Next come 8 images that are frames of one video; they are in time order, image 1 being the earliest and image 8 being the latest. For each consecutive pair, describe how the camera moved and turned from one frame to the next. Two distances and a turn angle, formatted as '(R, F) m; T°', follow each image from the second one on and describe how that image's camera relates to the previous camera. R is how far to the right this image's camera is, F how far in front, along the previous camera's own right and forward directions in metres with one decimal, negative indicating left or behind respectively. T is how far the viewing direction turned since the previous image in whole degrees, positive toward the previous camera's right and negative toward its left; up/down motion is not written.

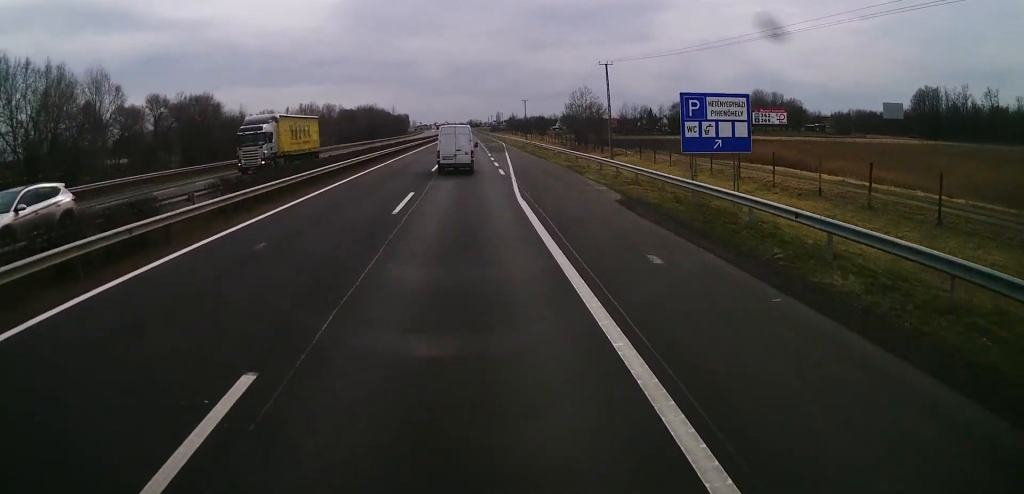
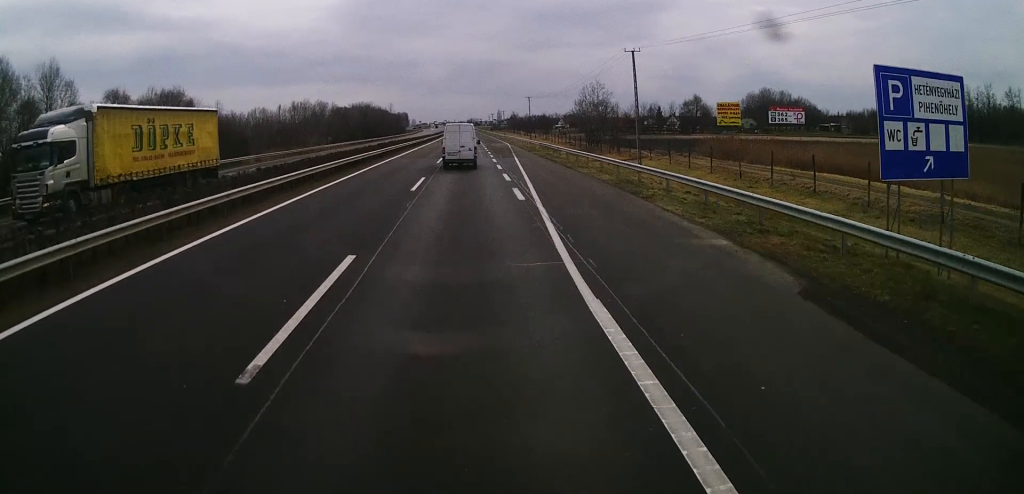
(+0.1, +12.4) m; 0°
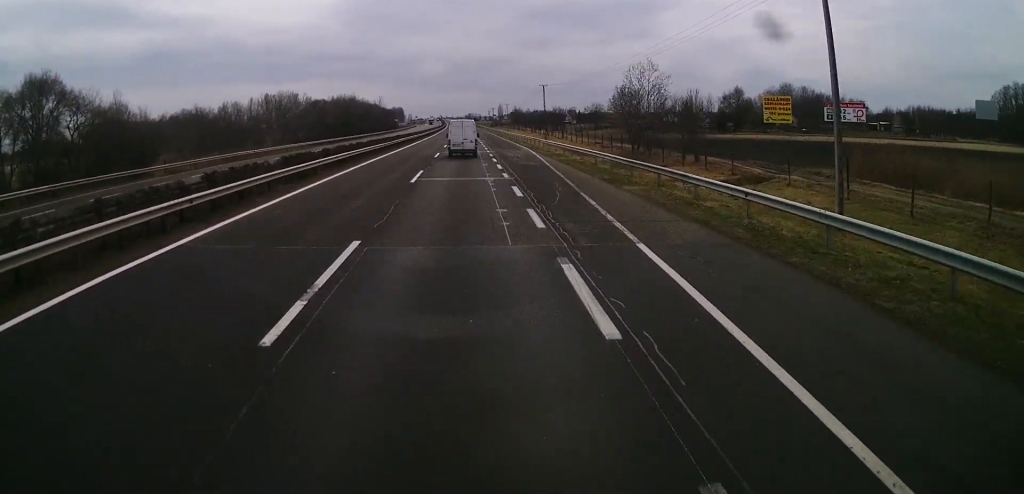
(-0.4, +35.6) m; -1°
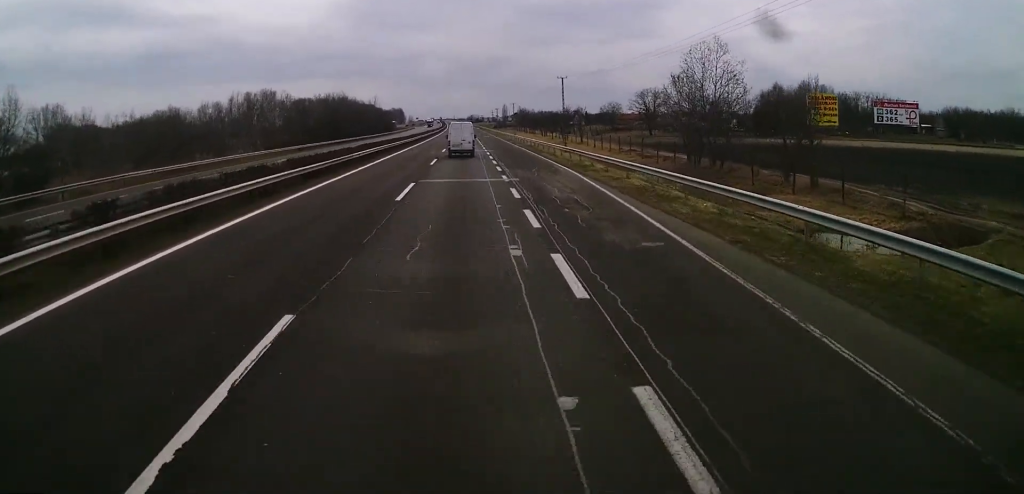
(+0.1, +23.2) m; +1°
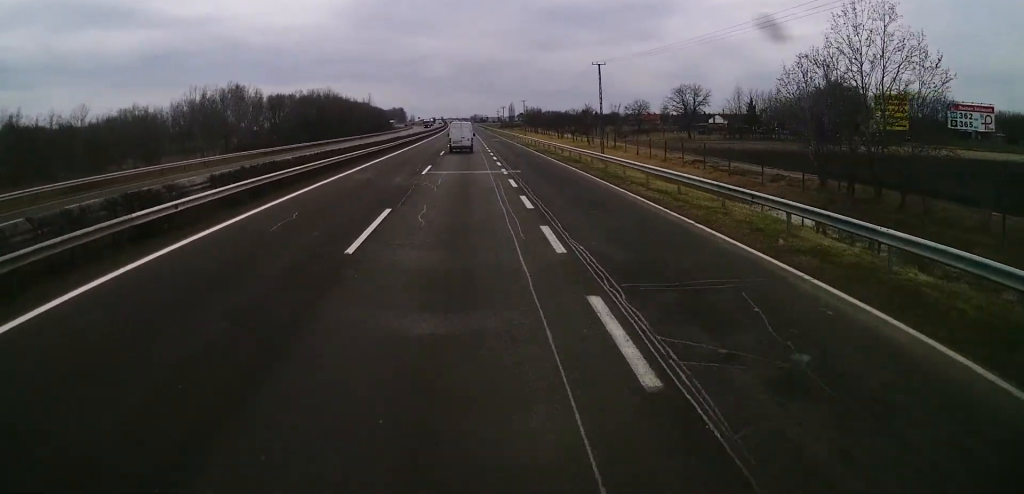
(+0.2, +27.0) m; 0°
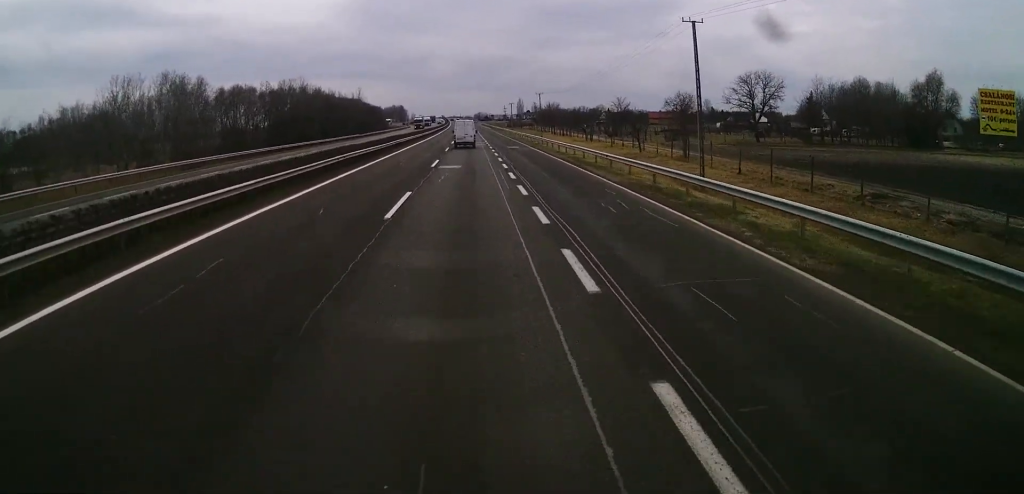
(-0.3, +32.3) m; 0°
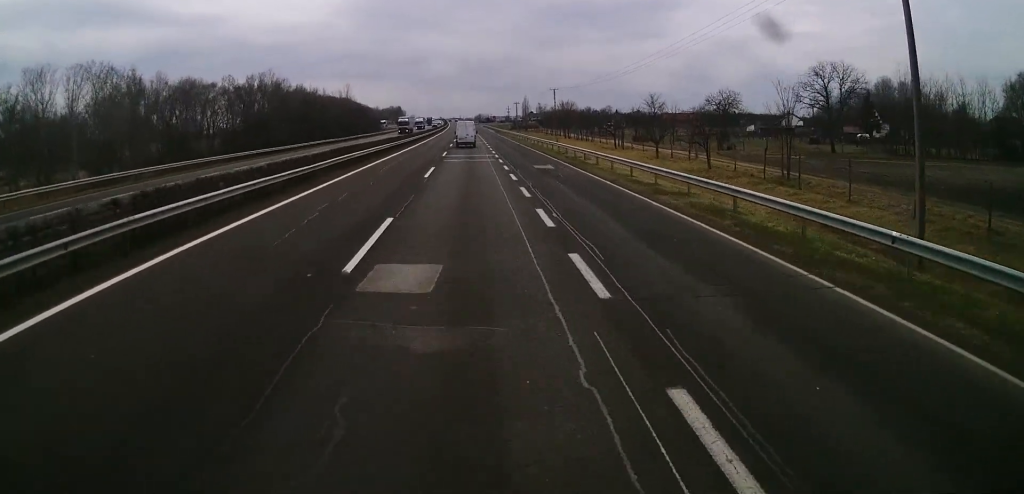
(+0.1, +23.9) m; 0°
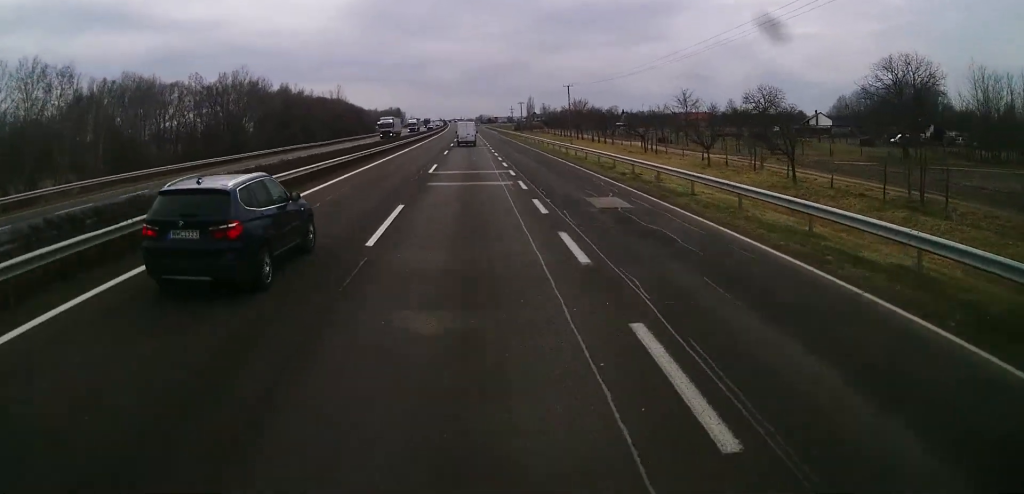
(-0.1, +16.1) m; 0°
